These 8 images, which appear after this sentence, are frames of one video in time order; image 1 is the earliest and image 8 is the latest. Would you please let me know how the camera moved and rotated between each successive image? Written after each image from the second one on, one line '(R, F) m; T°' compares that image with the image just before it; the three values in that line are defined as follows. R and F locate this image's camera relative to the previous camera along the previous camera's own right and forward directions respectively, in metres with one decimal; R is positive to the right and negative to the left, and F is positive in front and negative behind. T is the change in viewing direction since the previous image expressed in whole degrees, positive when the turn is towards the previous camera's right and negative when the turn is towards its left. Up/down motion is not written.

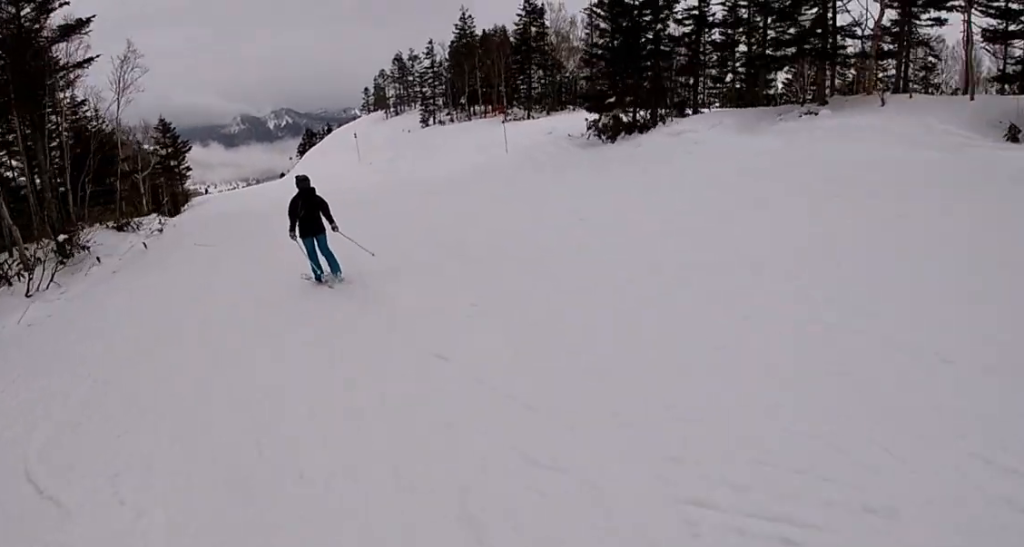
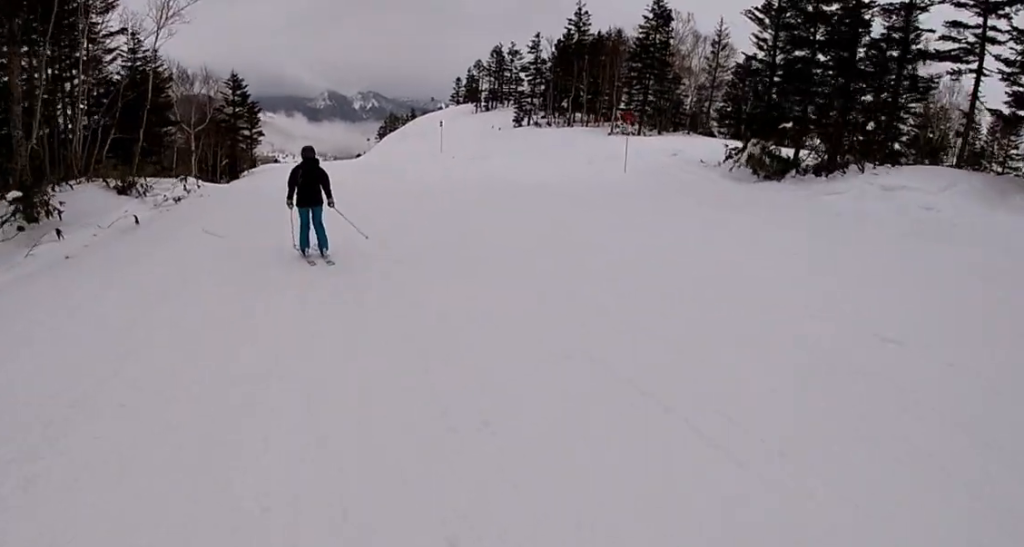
(0.0, +5.2) m; -4°
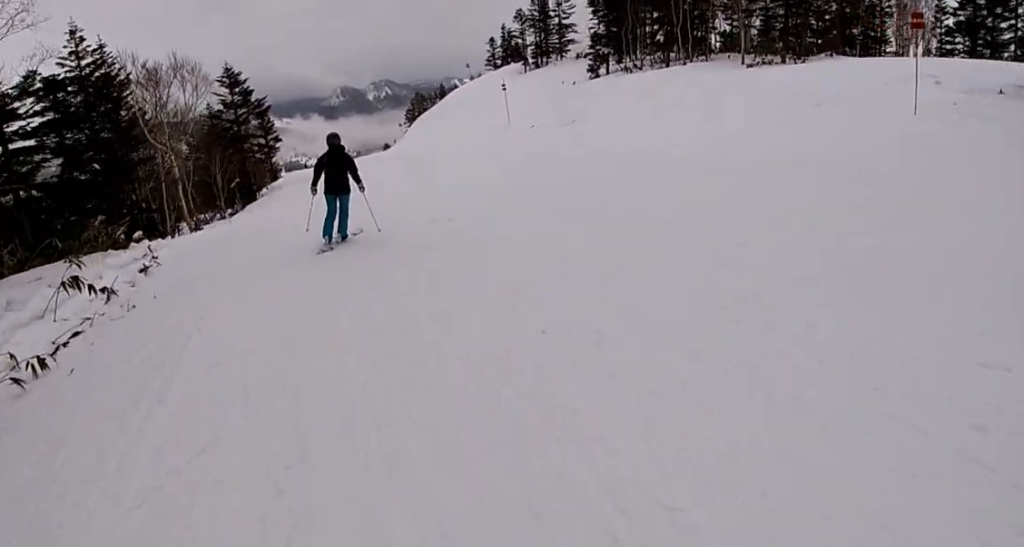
(-0.9, +10.9) m; 0°
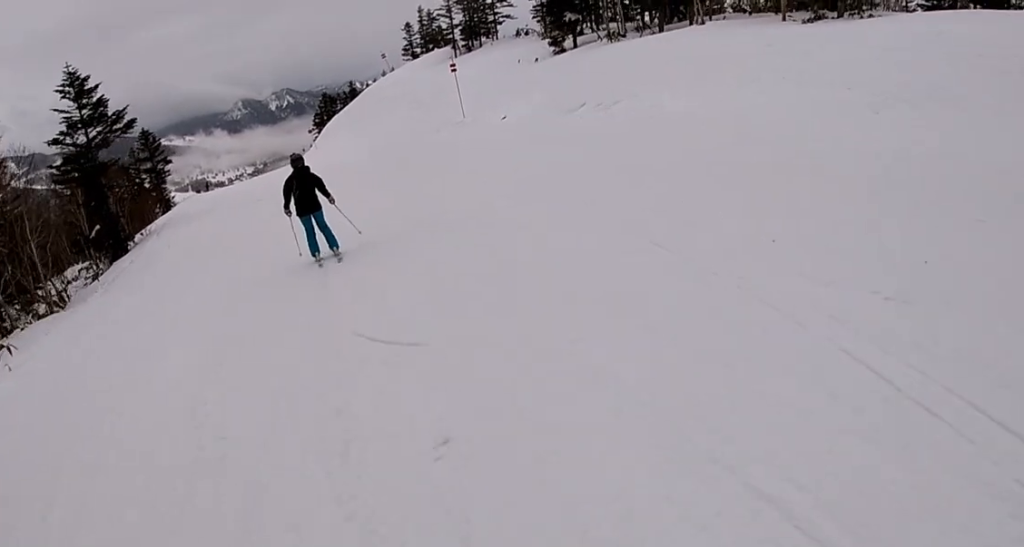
(+1.2, +10.4) m; +4°
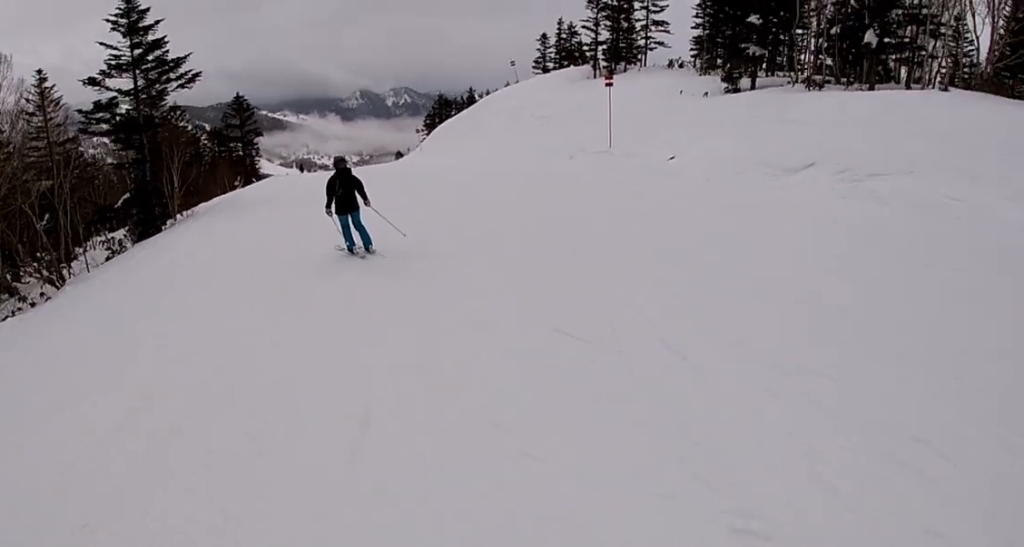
(+0.2, +6.7) m; -7°
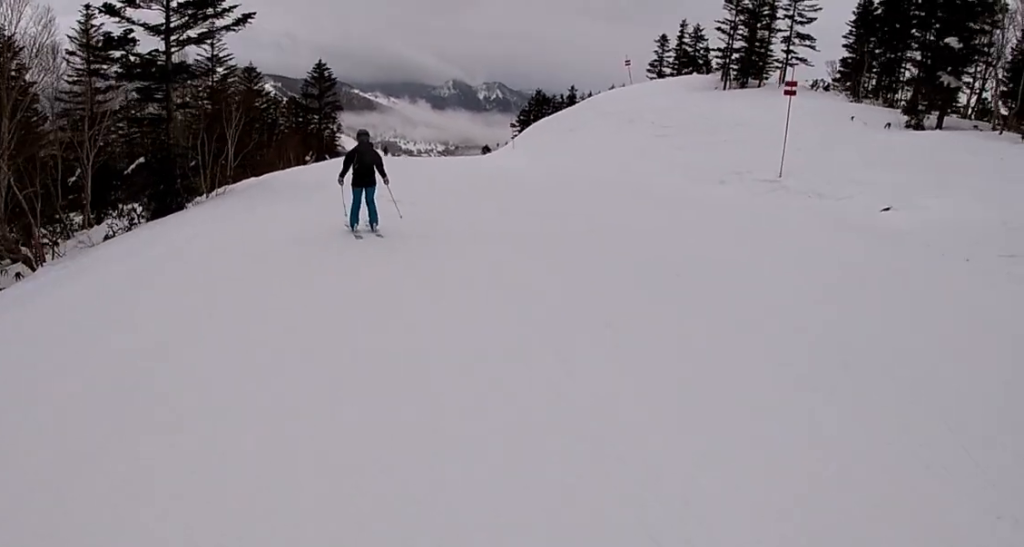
(-0.9, +5.3) m; -5°
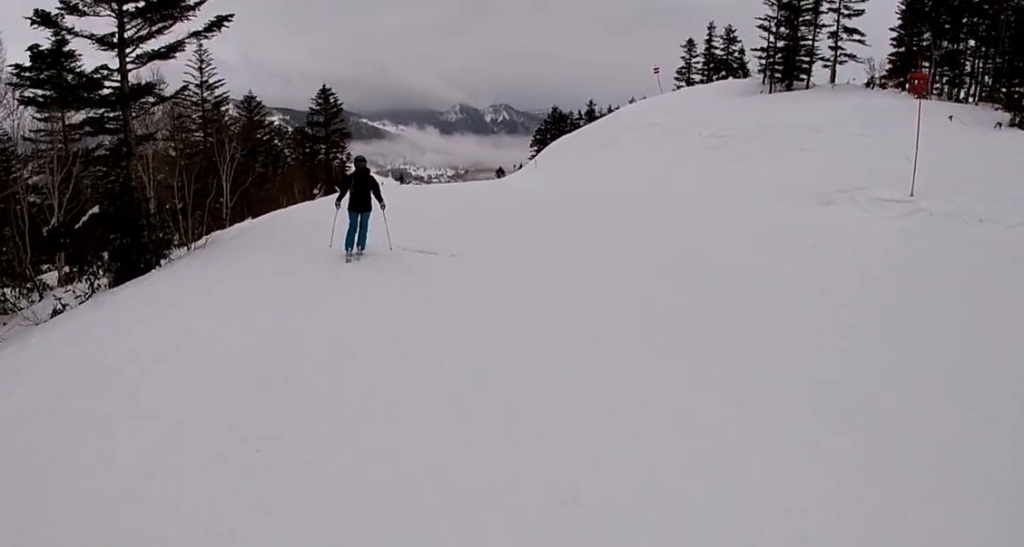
(-0.2, +4.0) m; 0°
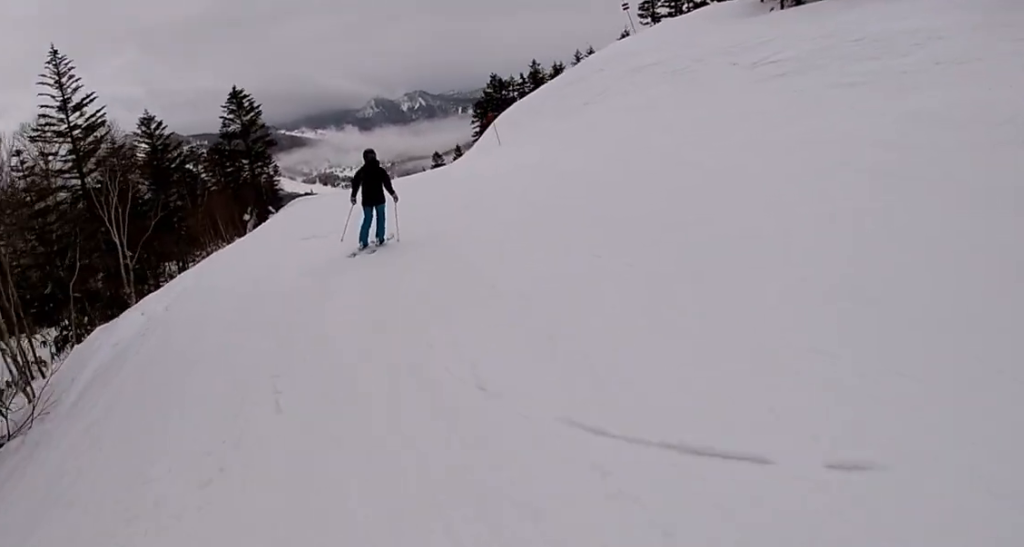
(+0.4, +7.6) m; +8°
